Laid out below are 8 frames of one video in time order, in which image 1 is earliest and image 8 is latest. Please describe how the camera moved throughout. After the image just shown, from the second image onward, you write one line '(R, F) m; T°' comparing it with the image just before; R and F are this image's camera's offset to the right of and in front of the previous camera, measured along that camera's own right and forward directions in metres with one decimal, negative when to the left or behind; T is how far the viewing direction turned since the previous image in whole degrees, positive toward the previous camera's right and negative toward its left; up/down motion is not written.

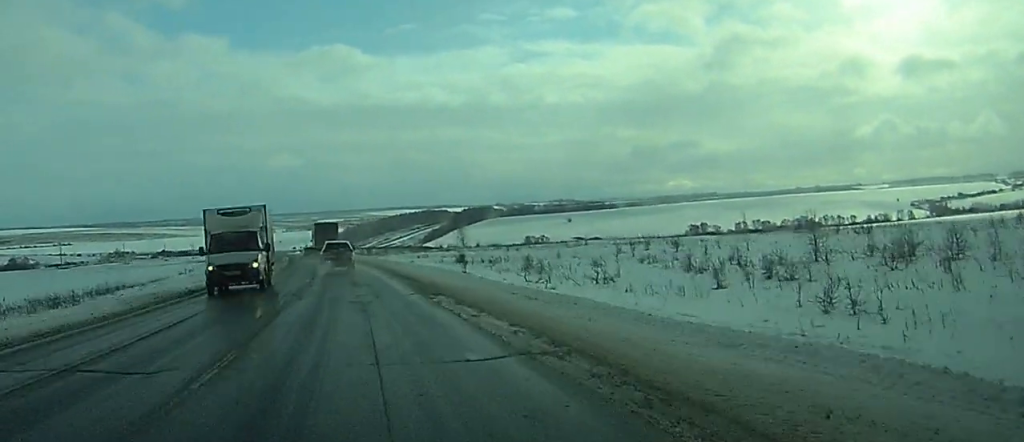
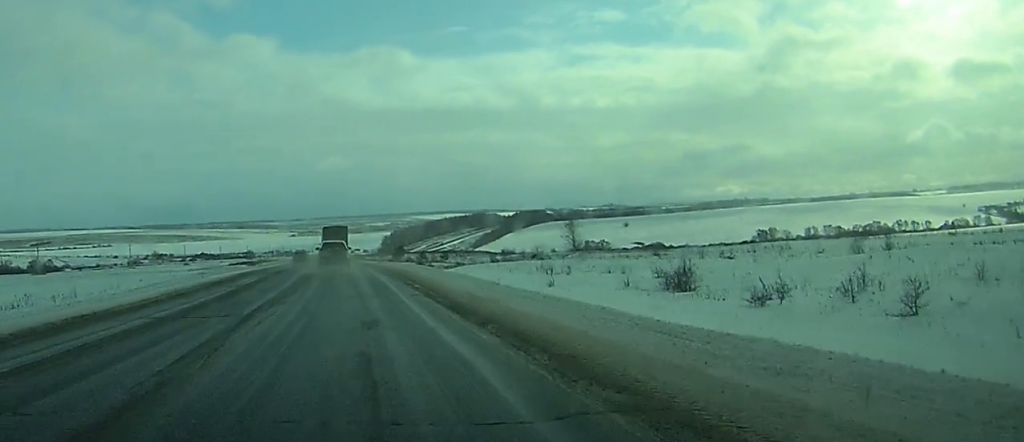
(-1.1, +59.5) m; -3°
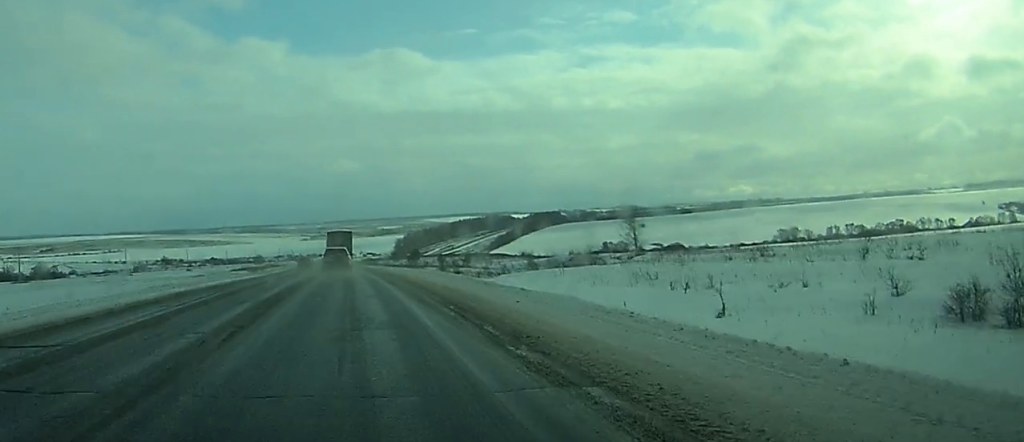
(-0.4, +21.8) m; -1°
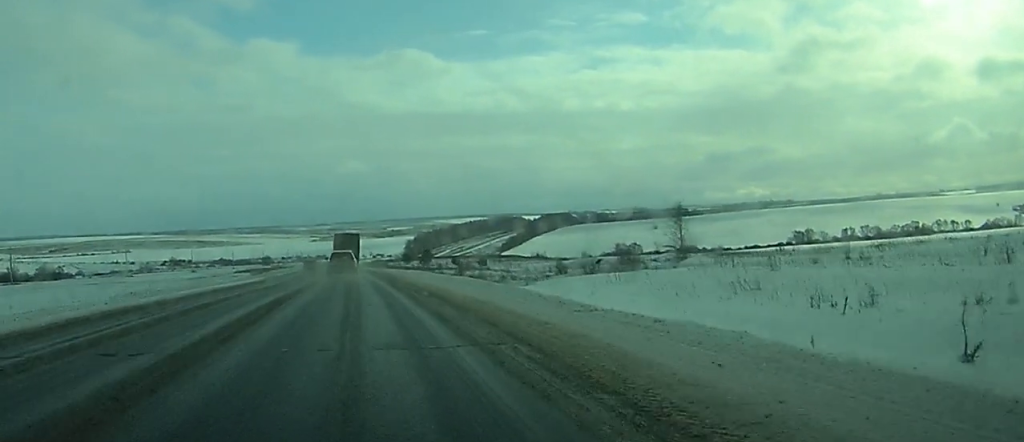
(0.0, +11.4) m; 0°
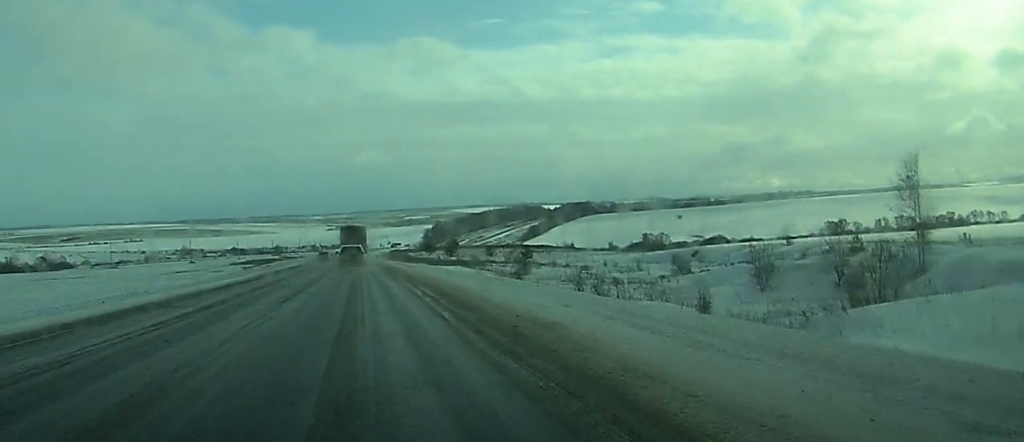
(0.0, +38.3) m; 0°
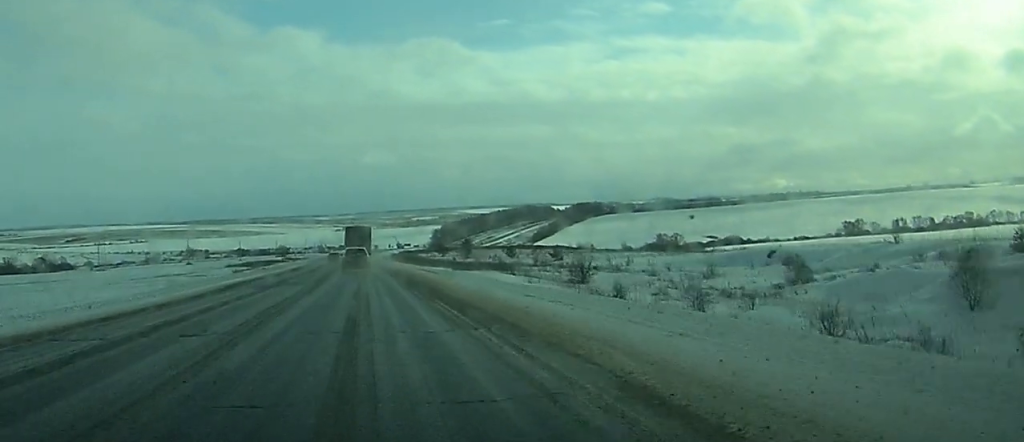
(0.0, +22.4) m; -1°
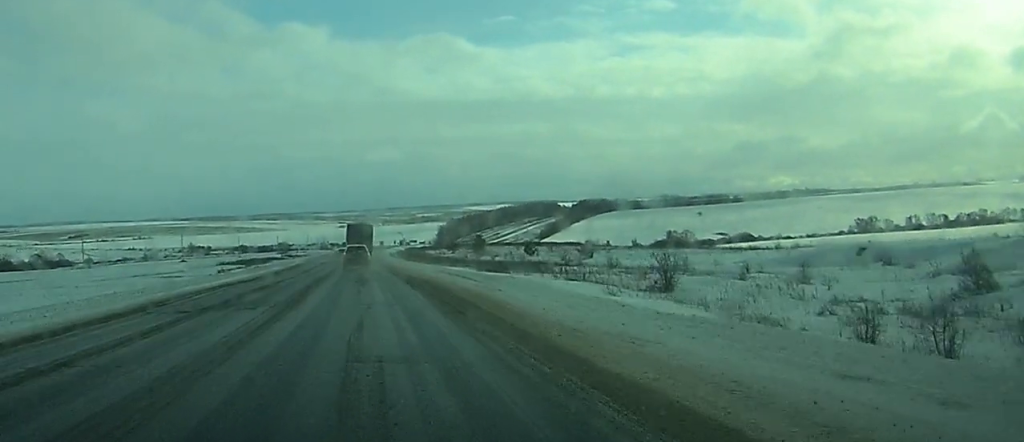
(-0.1, +20.7) m; -1°
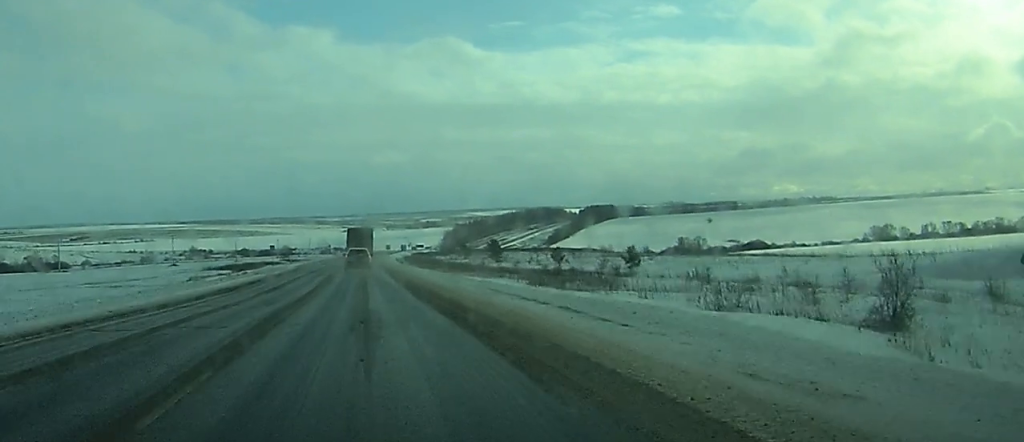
(-0.5, +26.5) m; -1°
